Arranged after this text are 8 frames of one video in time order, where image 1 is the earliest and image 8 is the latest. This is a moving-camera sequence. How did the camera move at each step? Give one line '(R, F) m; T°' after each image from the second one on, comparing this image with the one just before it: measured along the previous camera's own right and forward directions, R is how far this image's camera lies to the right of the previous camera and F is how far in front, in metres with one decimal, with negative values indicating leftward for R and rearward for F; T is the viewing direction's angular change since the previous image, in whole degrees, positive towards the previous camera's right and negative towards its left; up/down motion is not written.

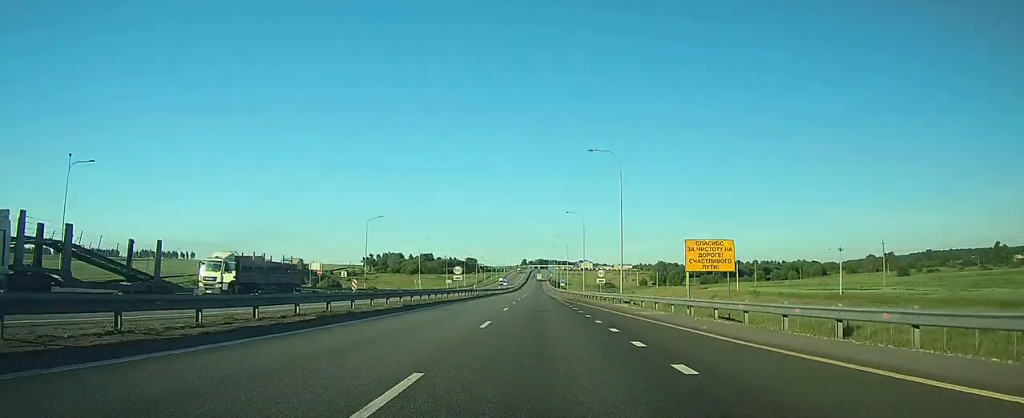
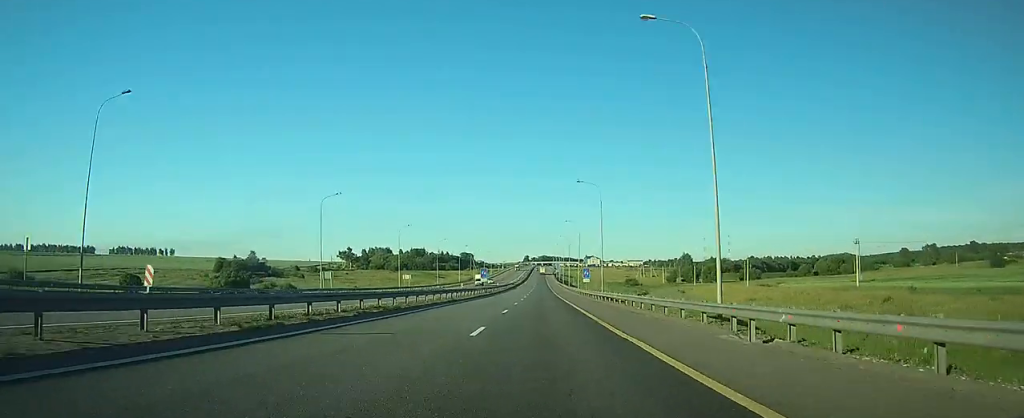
(-0.1, +63.6) m; 0°
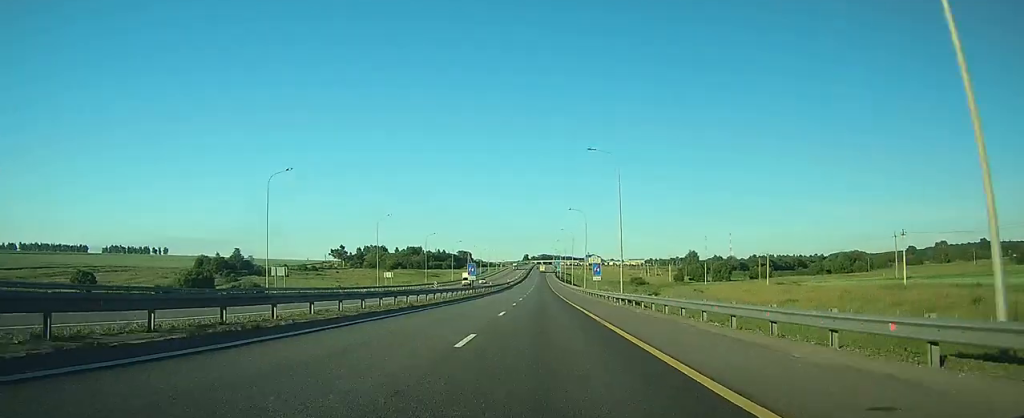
(0.0, +15.0) m; 0°
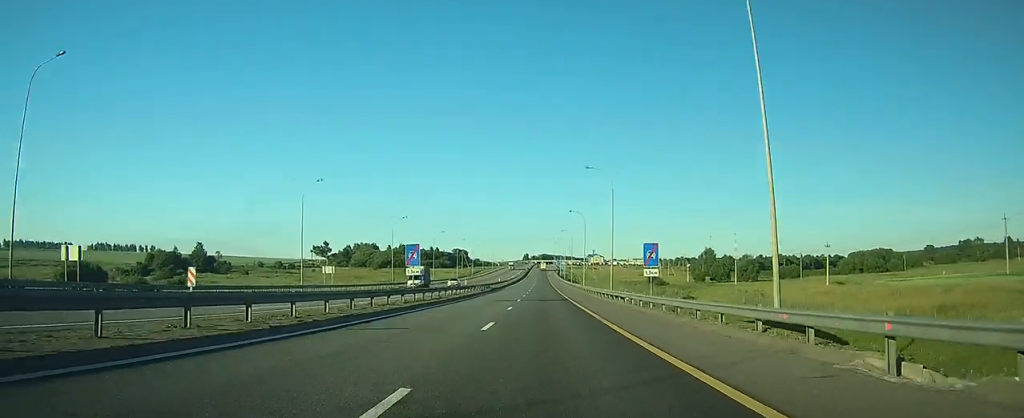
(-0.1, +31.9) m; 0°
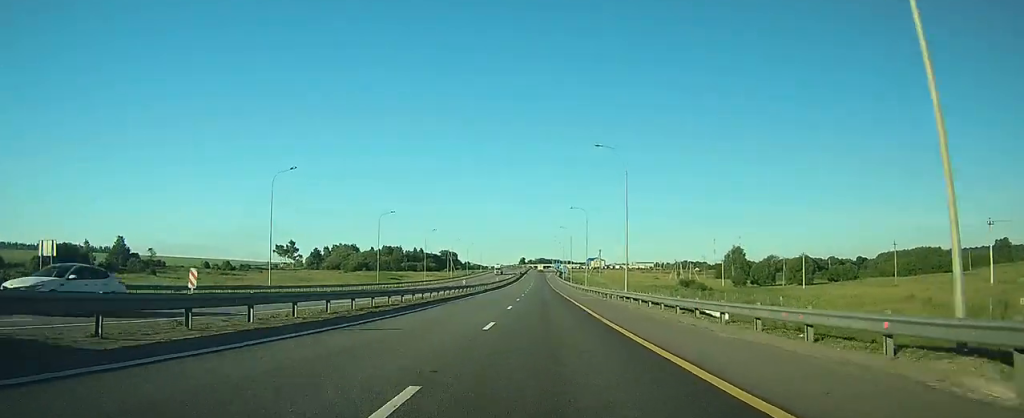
(+0.1, +47.8) m; 0°
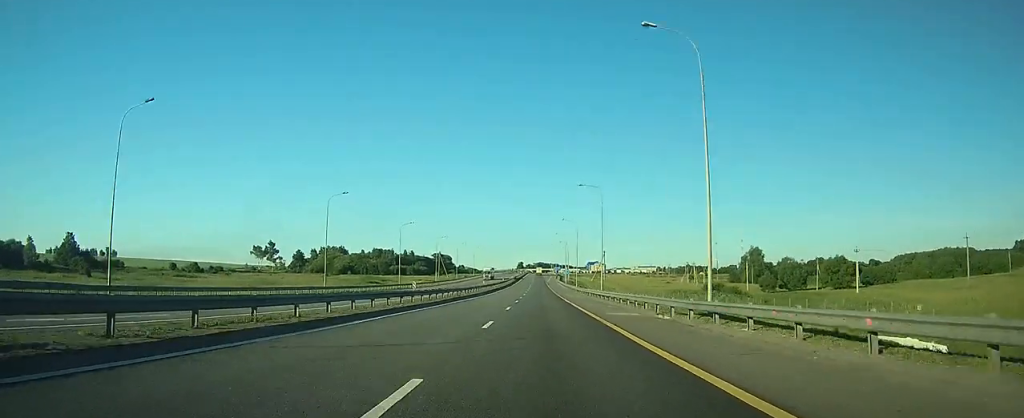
(0.0, +23.4) m; 0°
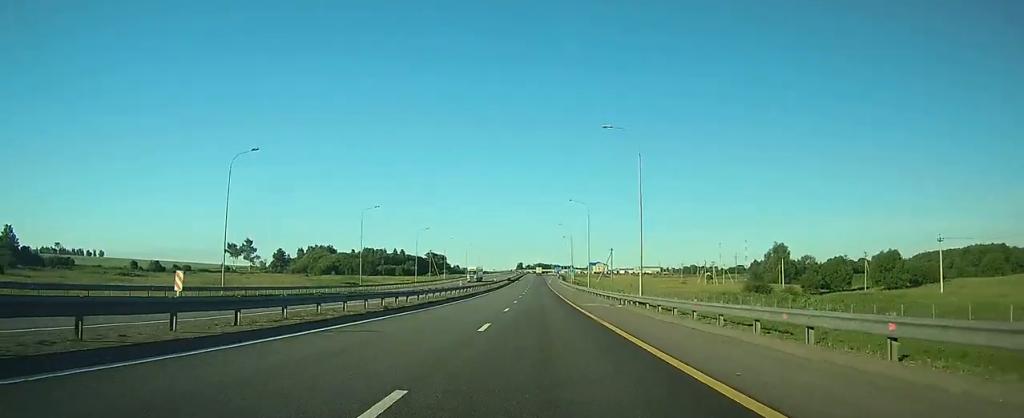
(0.0, +24.6) m; 0°
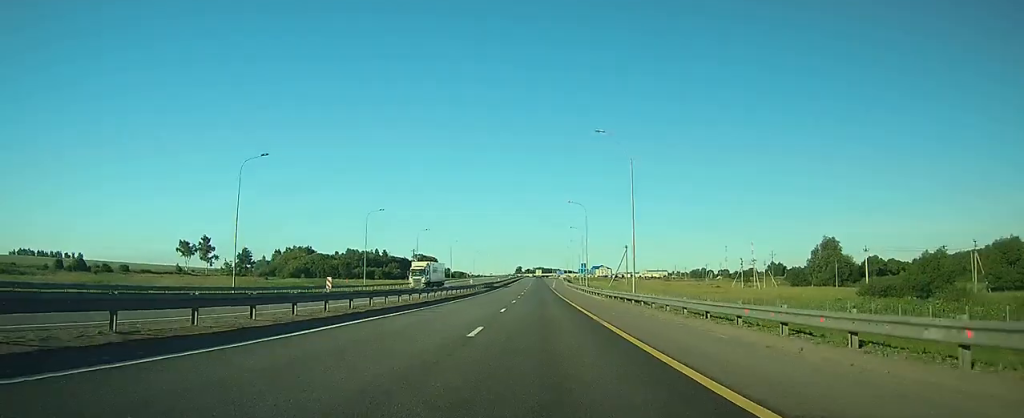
(+0.1, +37.6) m; 0°
